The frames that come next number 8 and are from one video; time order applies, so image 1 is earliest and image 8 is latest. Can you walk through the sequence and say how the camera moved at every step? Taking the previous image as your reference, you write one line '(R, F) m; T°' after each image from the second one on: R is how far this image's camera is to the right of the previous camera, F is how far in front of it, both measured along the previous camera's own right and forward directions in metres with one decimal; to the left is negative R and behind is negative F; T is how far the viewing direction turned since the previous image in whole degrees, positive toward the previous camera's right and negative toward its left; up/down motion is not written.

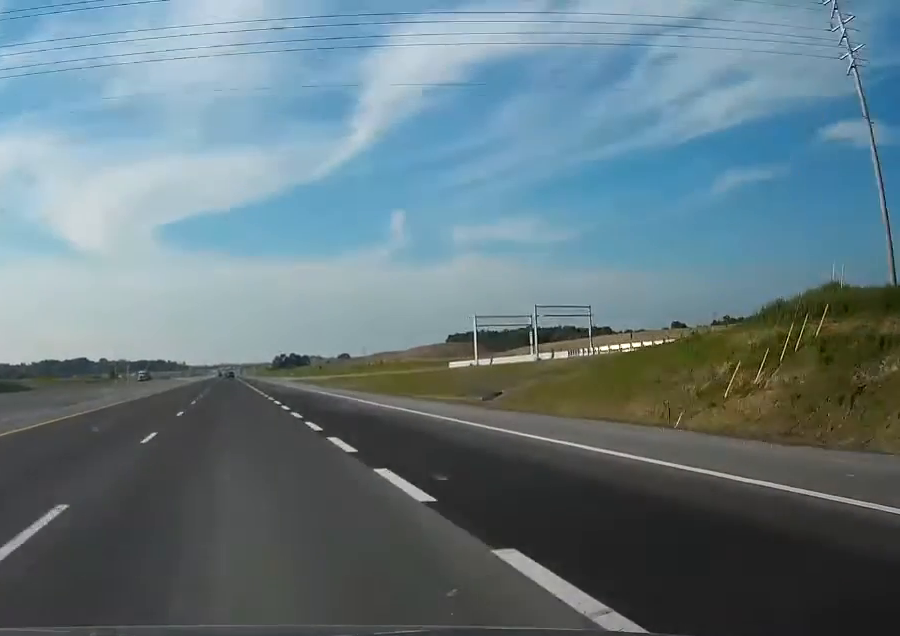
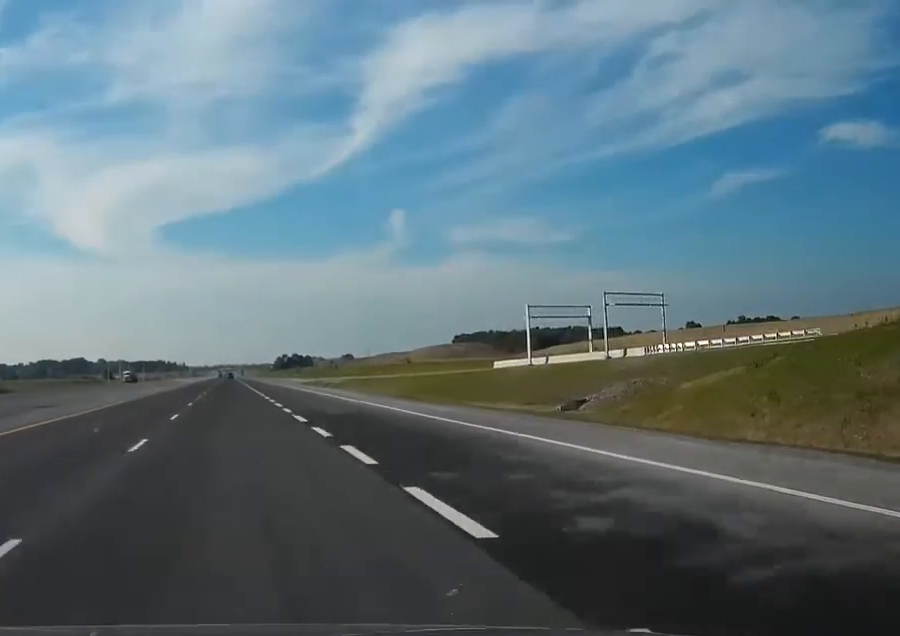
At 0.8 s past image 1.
(-0.2, +25.9) m; 0°
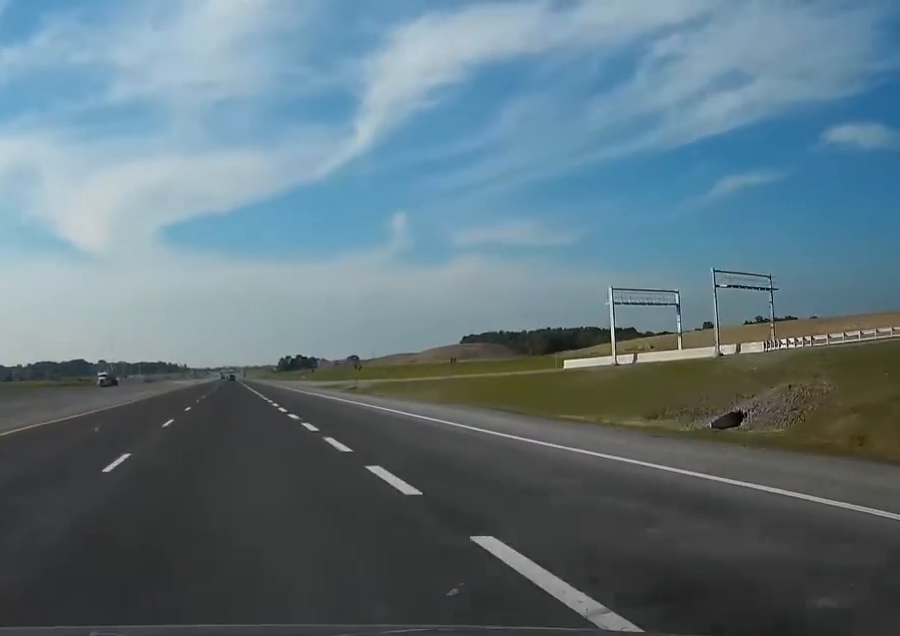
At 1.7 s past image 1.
(-0.1, +26.9) m; 0°
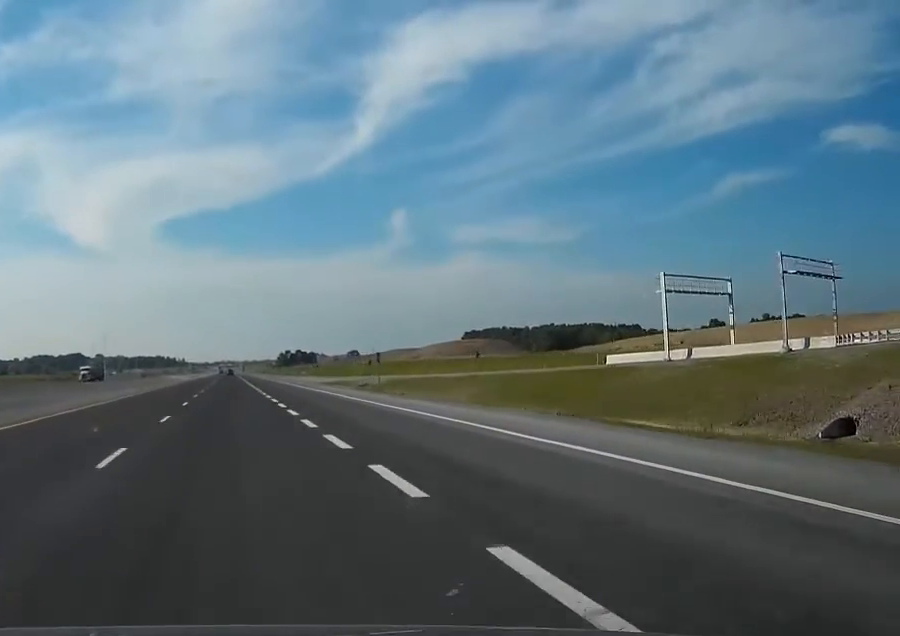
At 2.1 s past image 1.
(0.0, +12.4) m; 0°
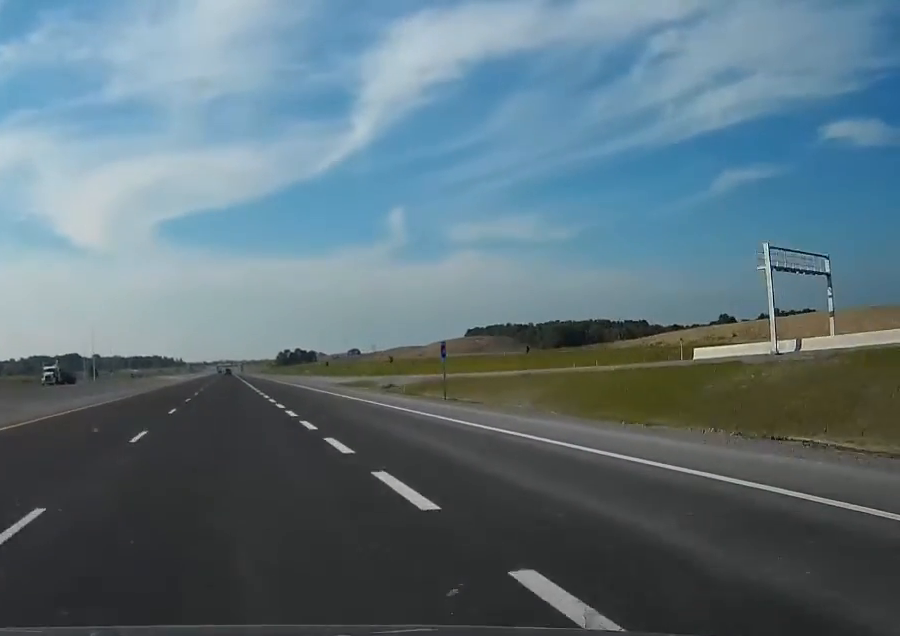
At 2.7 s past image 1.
(+0.1, +18.6) m; 0°
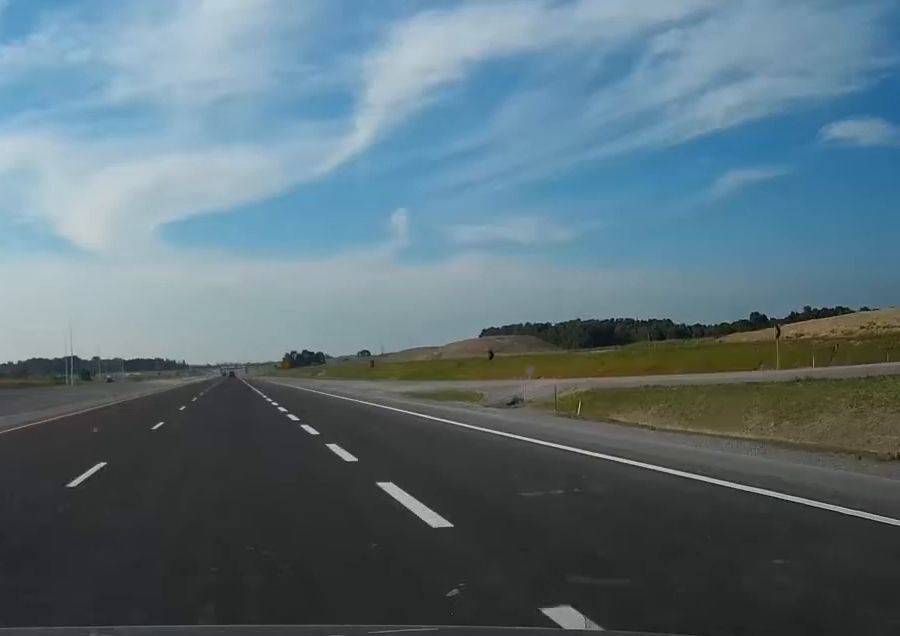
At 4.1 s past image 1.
(0.0, +42.4) m; 0°
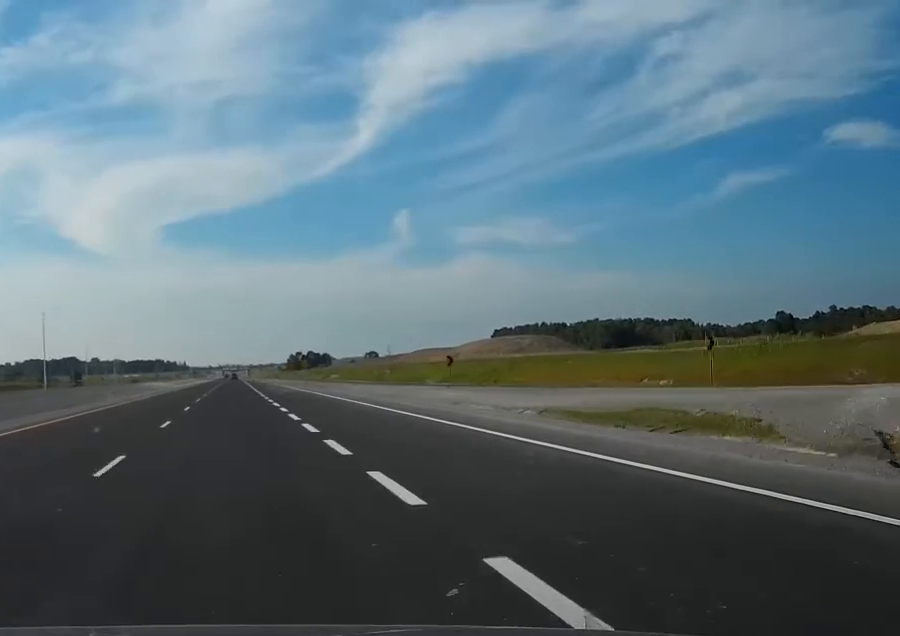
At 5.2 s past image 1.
(0.0, +34.2) m; 0°
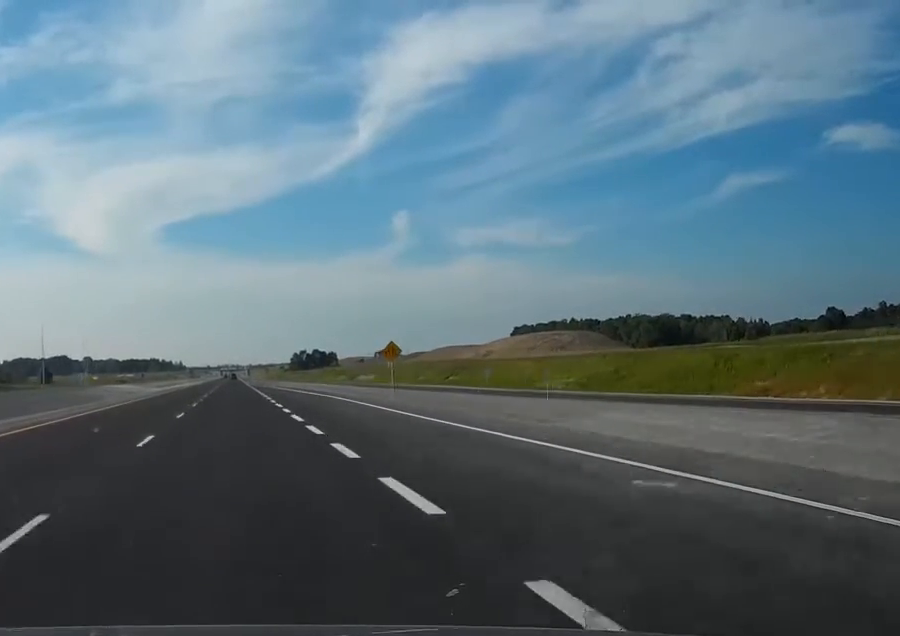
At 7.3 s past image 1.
(0.0, +66.5) m; 0°
